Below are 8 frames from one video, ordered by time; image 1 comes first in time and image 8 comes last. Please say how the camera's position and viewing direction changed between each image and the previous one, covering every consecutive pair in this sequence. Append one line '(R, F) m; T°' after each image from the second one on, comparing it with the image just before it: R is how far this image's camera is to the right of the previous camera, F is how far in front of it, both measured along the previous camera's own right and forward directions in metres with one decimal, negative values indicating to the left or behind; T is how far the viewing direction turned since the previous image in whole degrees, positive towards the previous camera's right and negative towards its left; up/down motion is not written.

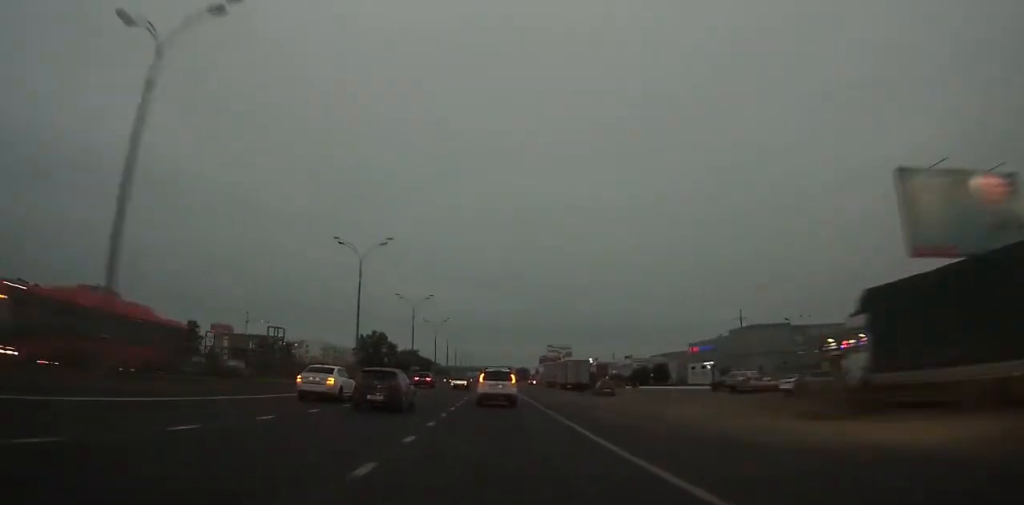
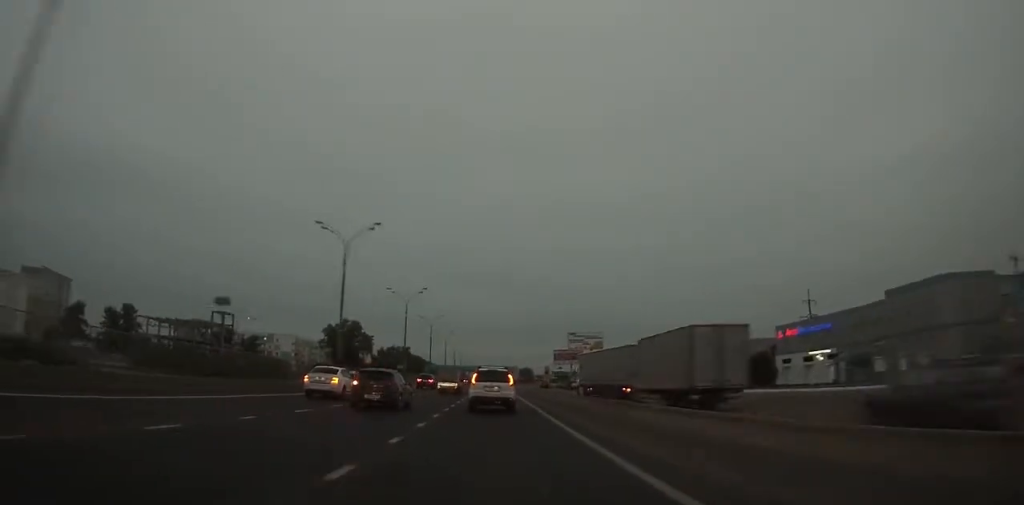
(-0.1, +39.4) m; 0°
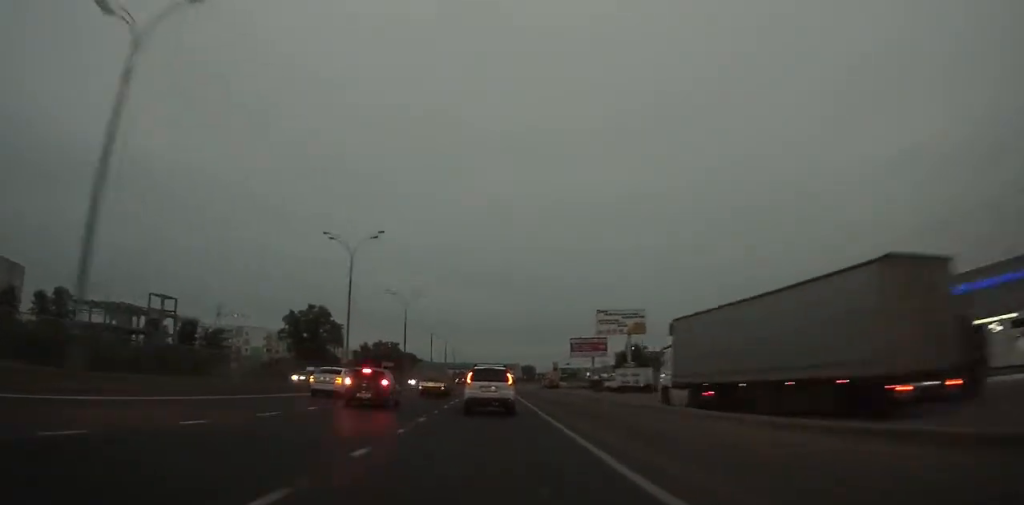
(0.0, +30.9) m; 0°
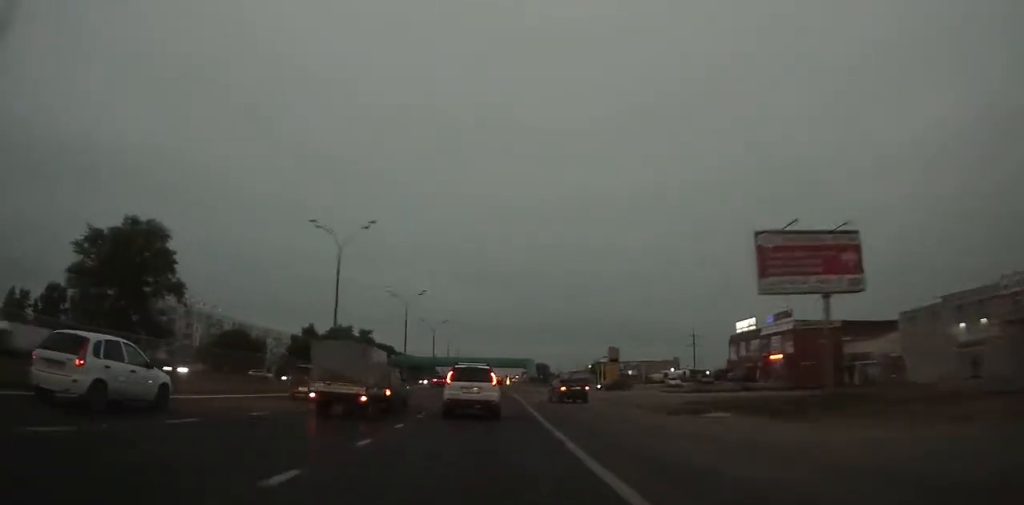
(-0.1, +72.0) m; 0°
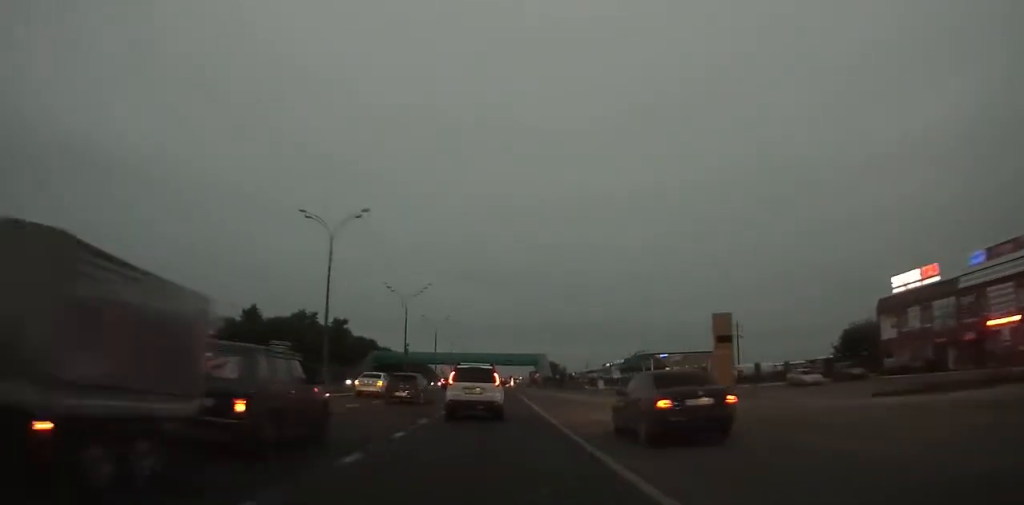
(-0.3, +39.1) m; 0°
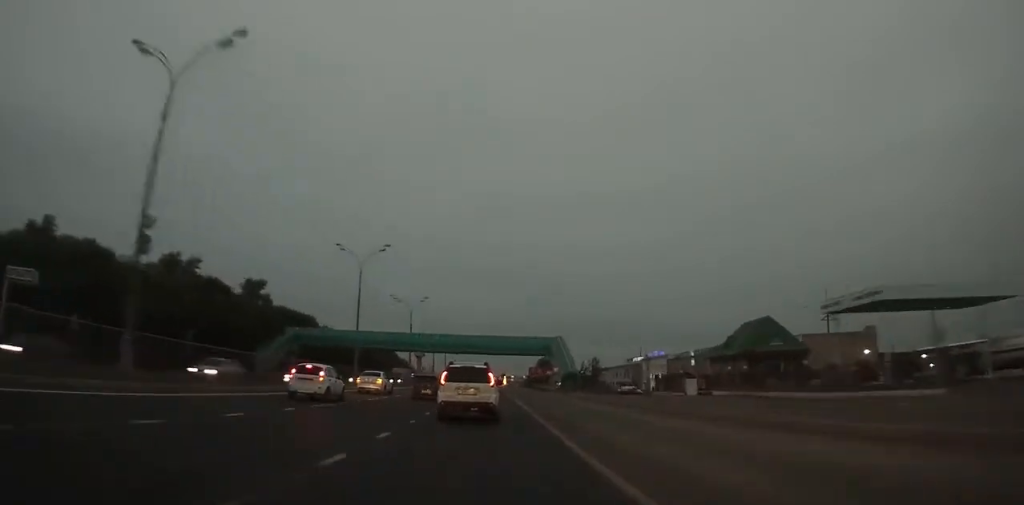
(0.0, +57.7) m; 0°
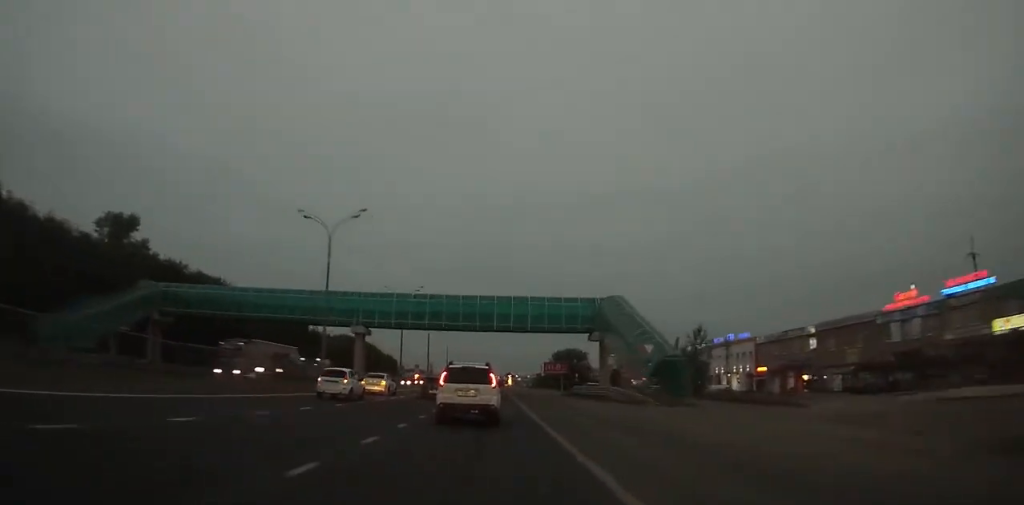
(0.0, +46.7) m; 0°
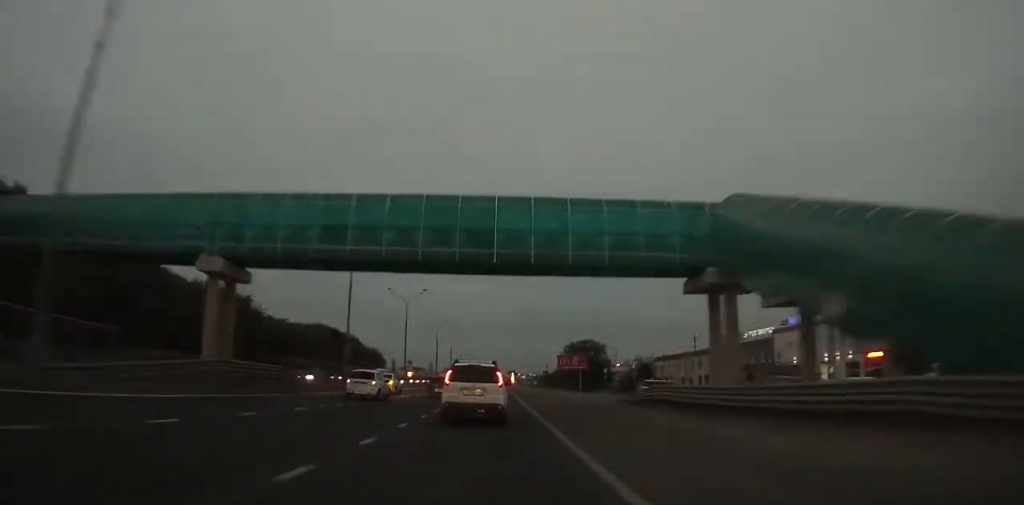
(0.0, +28.1) m; 0°
